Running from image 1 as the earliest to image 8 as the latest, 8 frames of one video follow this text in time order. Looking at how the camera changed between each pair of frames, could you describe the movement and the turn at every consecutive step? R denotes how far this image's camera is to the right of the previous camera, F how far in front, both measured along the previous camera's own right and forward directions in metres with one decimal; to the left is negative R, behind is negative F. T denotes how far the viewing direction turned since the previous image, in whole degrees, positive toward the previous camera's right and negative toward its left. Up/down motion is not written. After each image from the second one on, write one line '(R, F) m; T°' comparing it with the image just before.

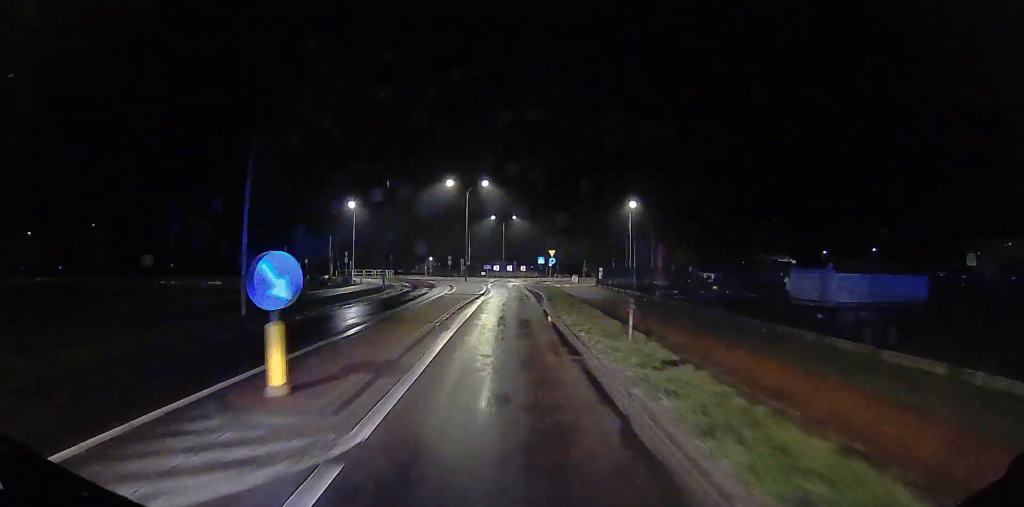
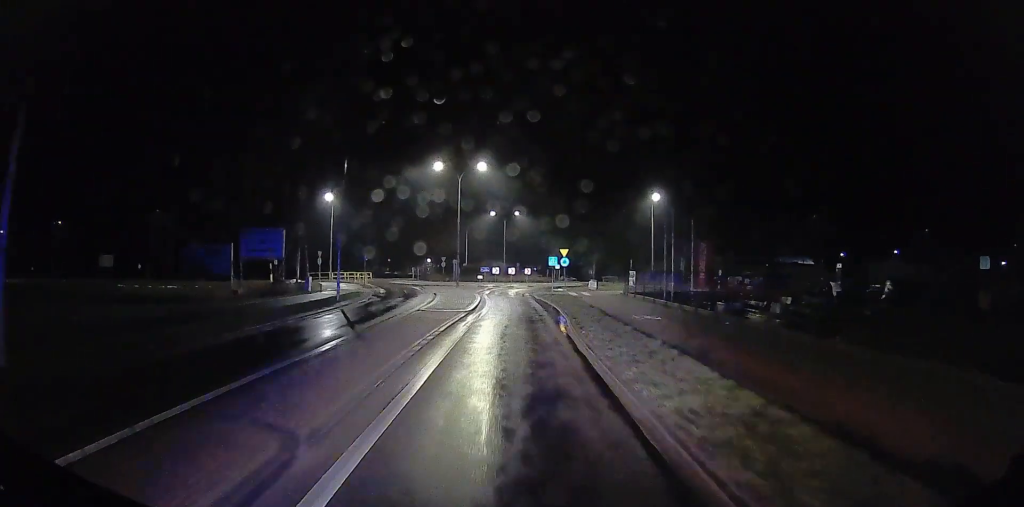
(0.0, +12.7) m; 0°
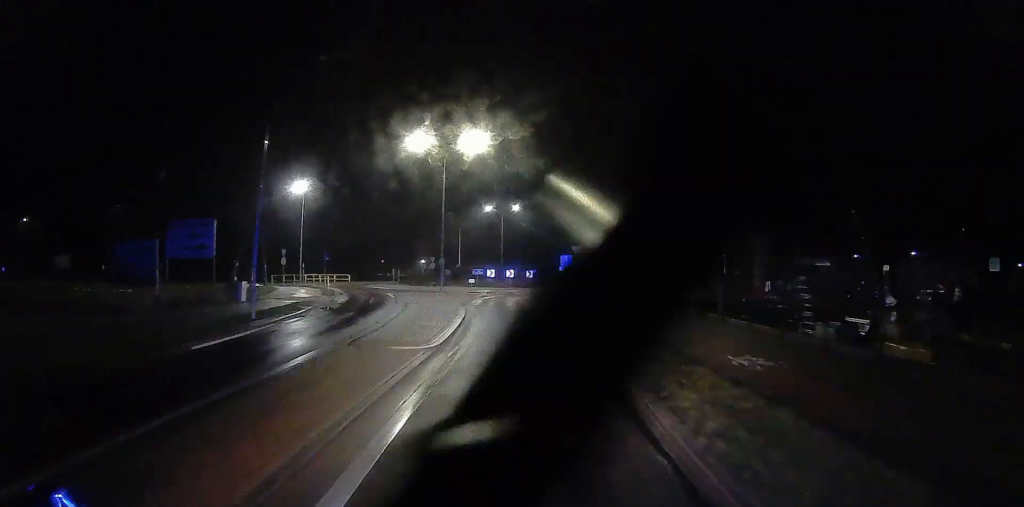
(0.0, +11.4) m; 0°
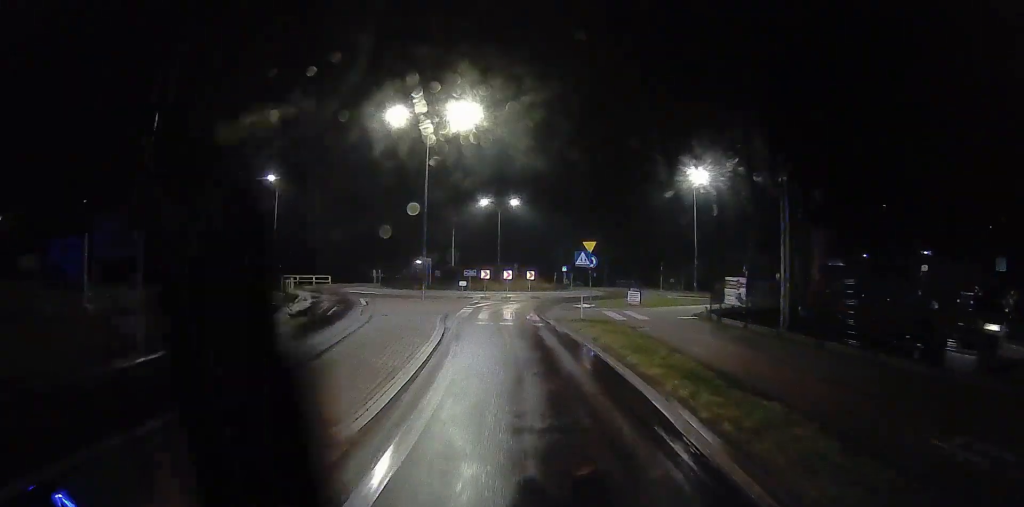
(0.0, +7.7) m; -1°
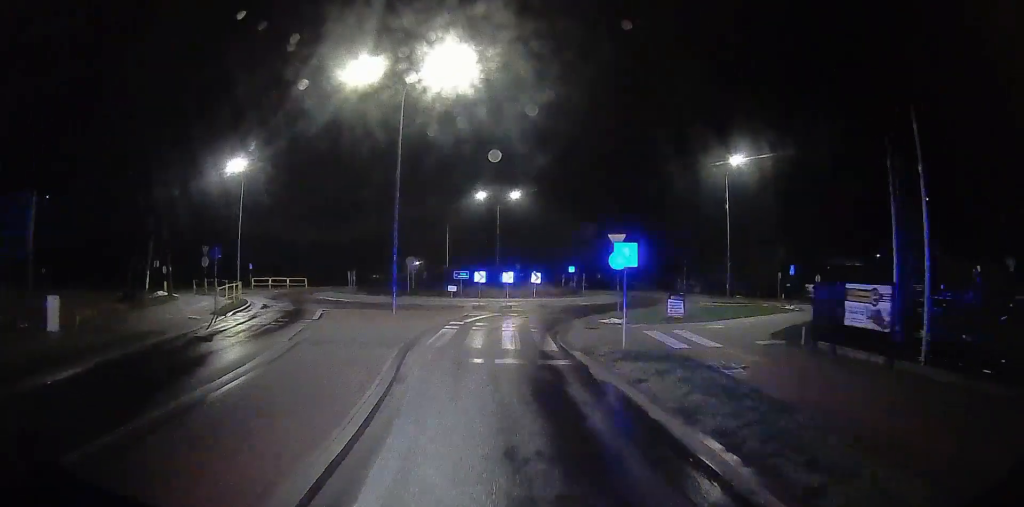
(-0.1, +8.8) m; 0°
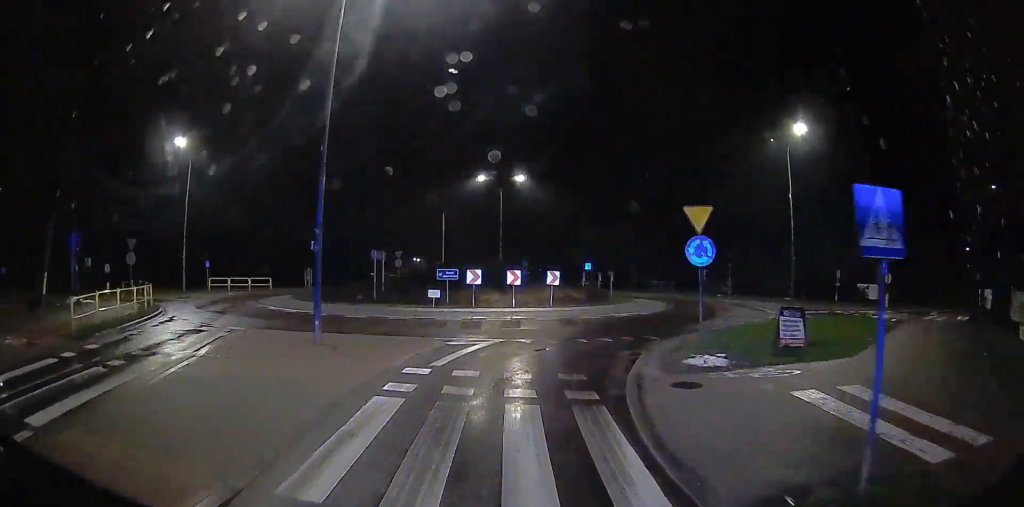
(0.0, +11.4) m; +2°
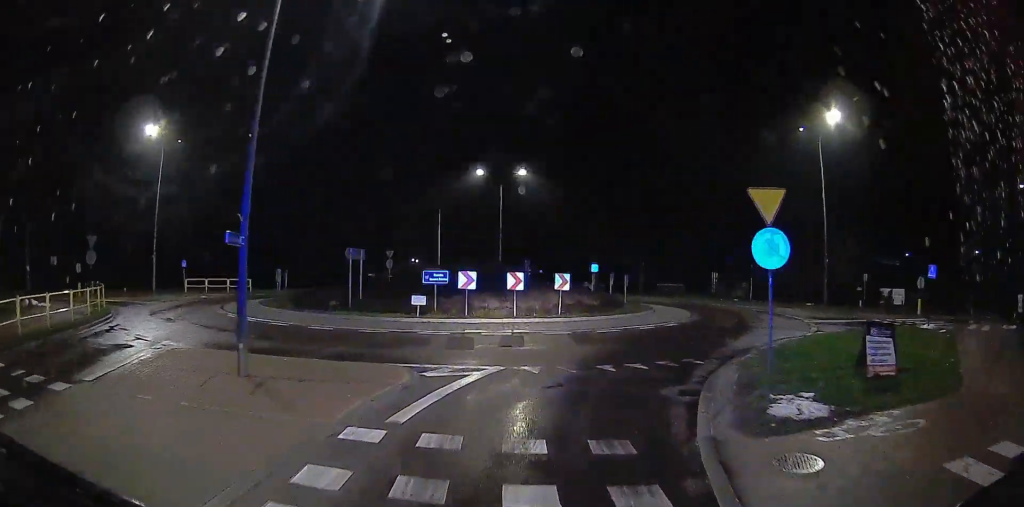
(+0.1, +4.9) m; +2°
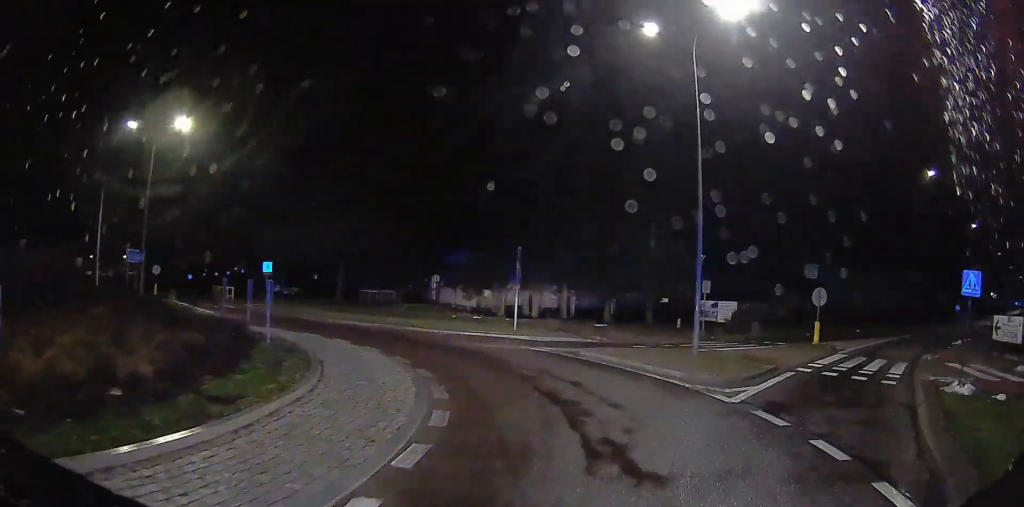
(+4.6, +18.5) m; +29°
